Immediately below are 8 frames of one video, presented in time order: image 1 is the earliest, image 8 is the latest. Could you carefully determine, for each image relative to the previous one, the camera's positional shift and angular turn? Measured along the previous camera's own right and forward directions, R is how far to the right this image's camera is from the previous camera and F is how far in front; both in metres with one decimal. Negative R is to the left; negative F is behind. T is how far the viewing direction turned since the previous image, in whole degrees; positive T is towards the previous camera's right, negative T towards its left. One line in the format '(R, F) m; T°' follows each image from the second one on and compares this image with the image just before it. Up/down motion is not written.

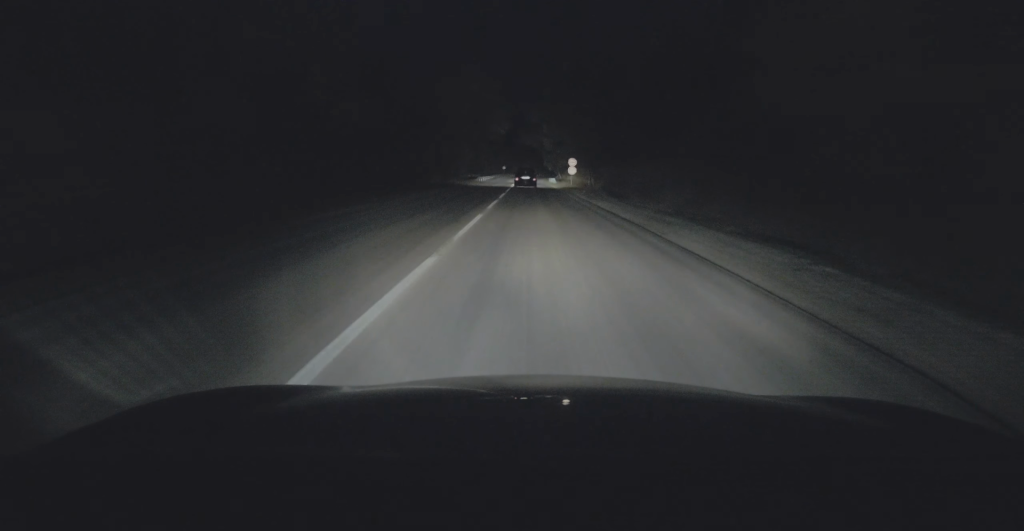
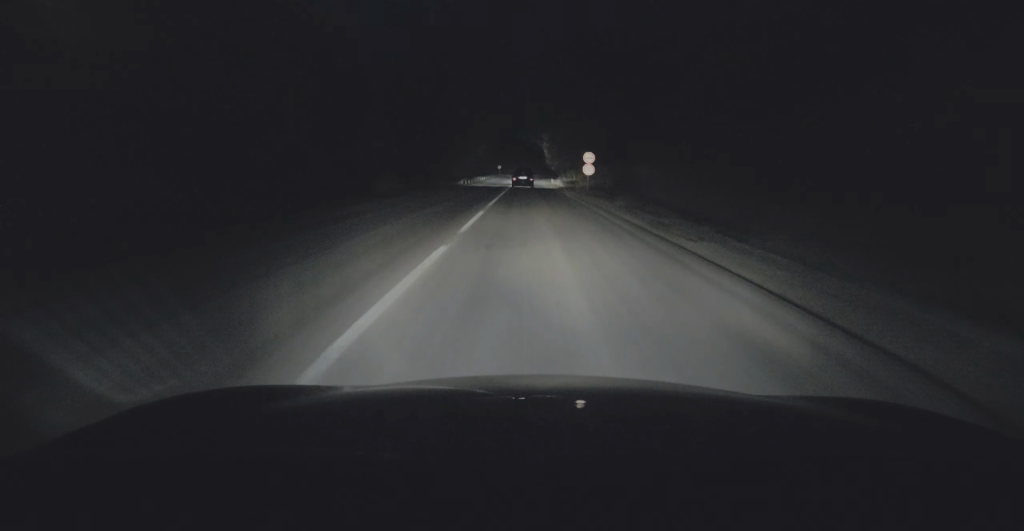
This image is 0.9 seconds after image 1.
(0.0, +16.7) m; 0°
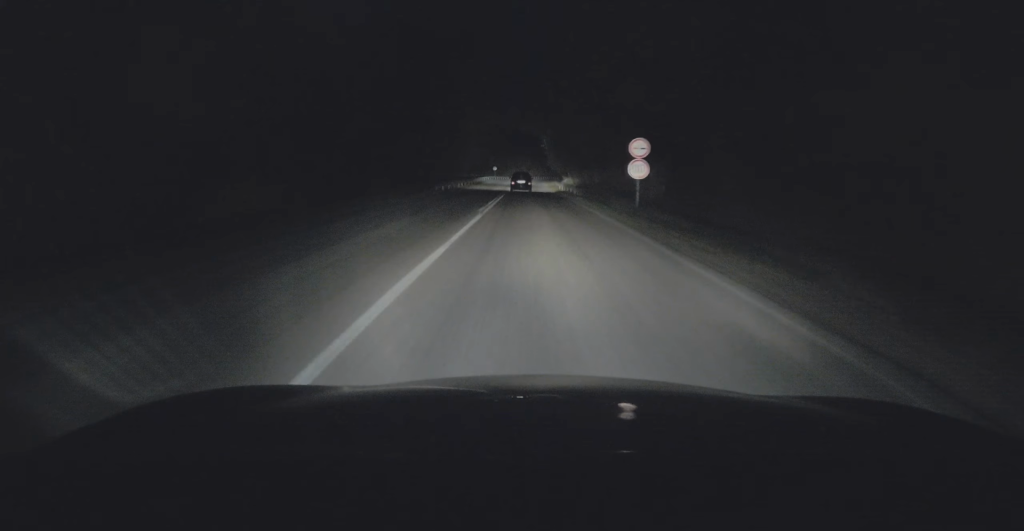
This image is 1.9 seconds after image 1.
(0.0, +18.6) m; 0°
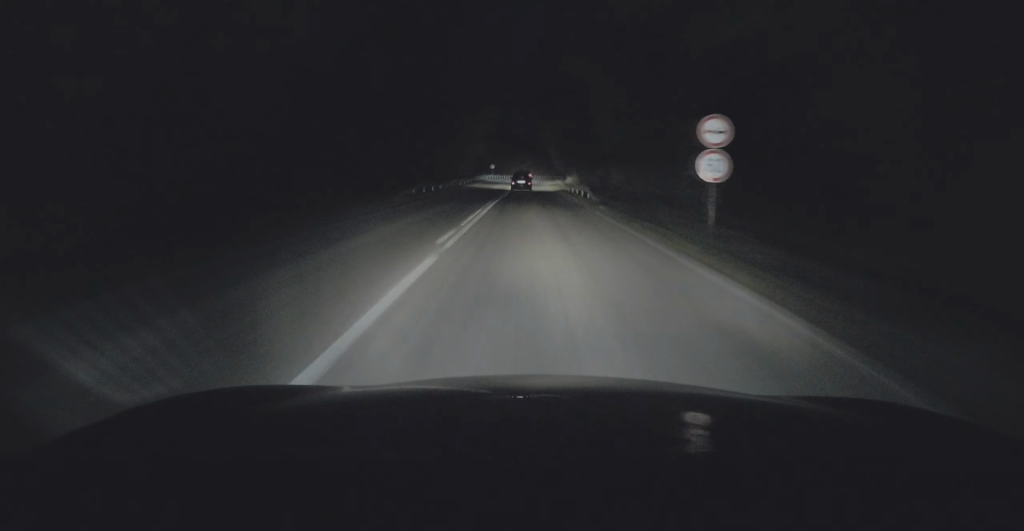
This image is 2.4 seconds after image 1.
(0.0, +9.3) m; 0°
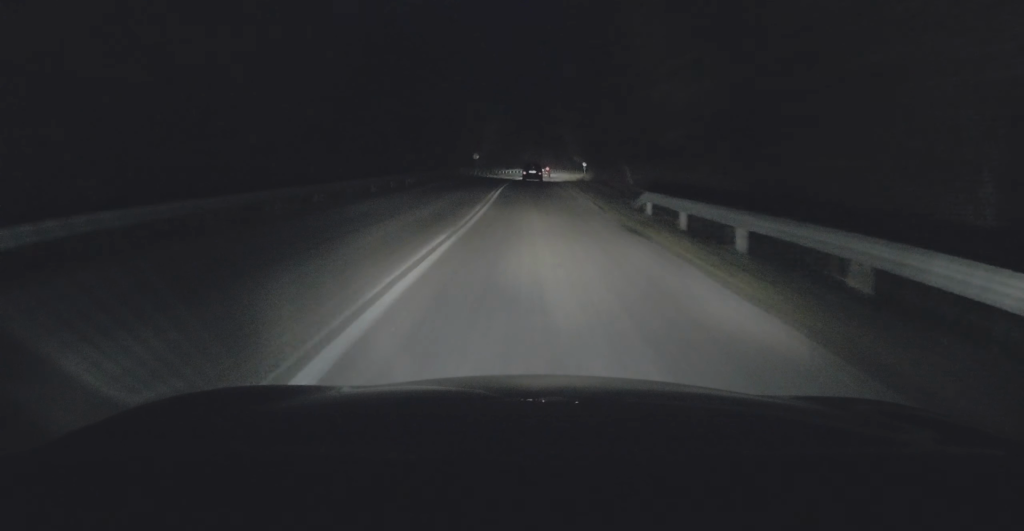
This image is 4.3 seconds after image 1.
(-0.9, +36.2) m; -2°
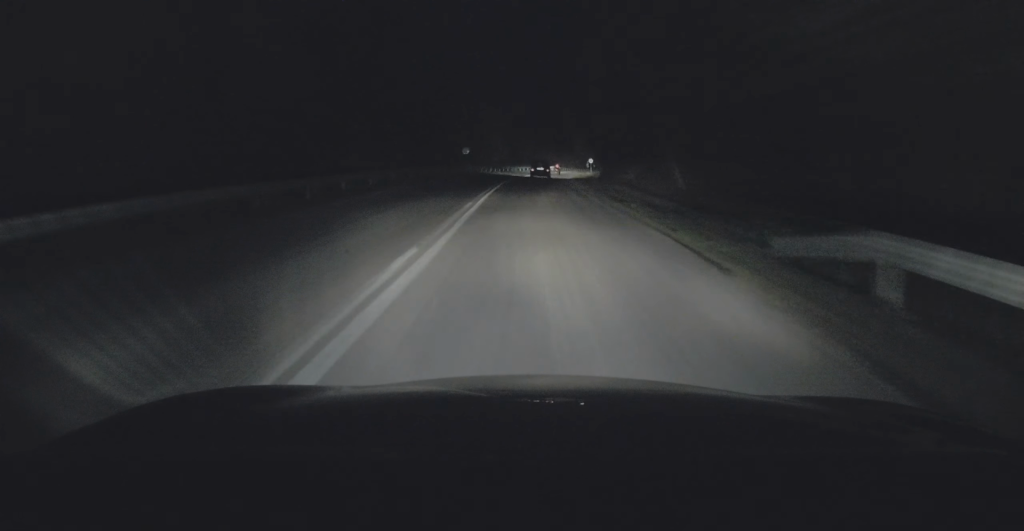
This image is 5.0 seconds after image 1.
(+0.3, +12.5) m; +1°
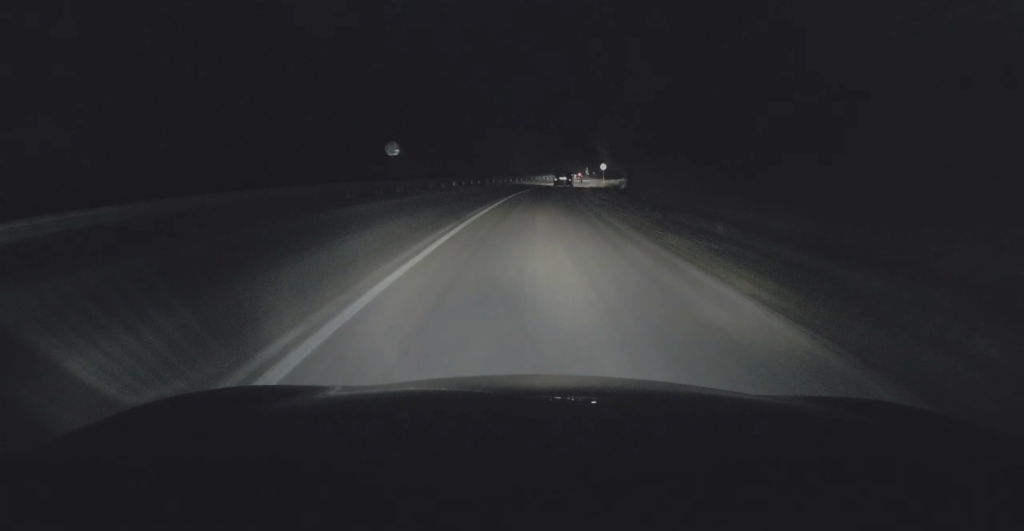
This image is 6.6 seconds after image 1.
(+0.3, +29.7) m; +1°
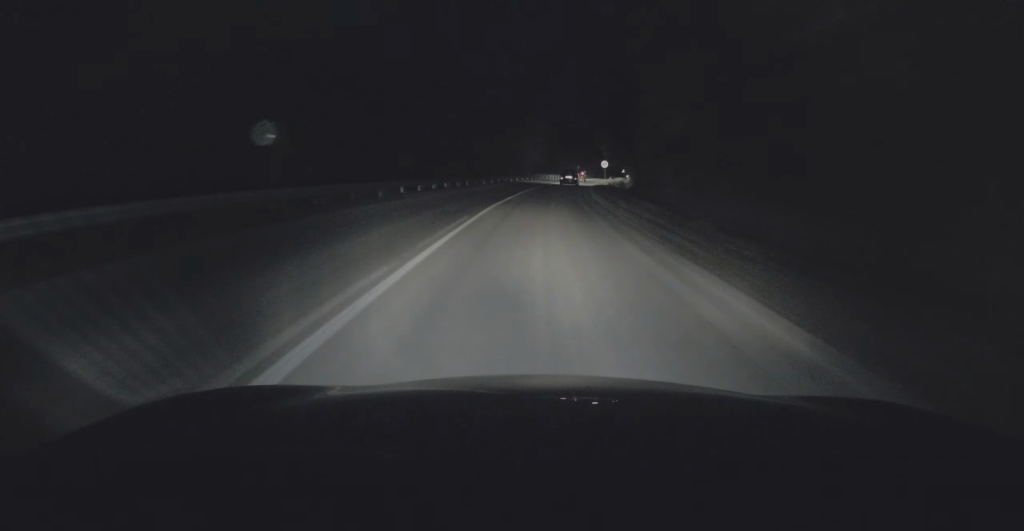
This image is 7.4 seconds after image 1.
(-0.1, +15.2) m; +1°
